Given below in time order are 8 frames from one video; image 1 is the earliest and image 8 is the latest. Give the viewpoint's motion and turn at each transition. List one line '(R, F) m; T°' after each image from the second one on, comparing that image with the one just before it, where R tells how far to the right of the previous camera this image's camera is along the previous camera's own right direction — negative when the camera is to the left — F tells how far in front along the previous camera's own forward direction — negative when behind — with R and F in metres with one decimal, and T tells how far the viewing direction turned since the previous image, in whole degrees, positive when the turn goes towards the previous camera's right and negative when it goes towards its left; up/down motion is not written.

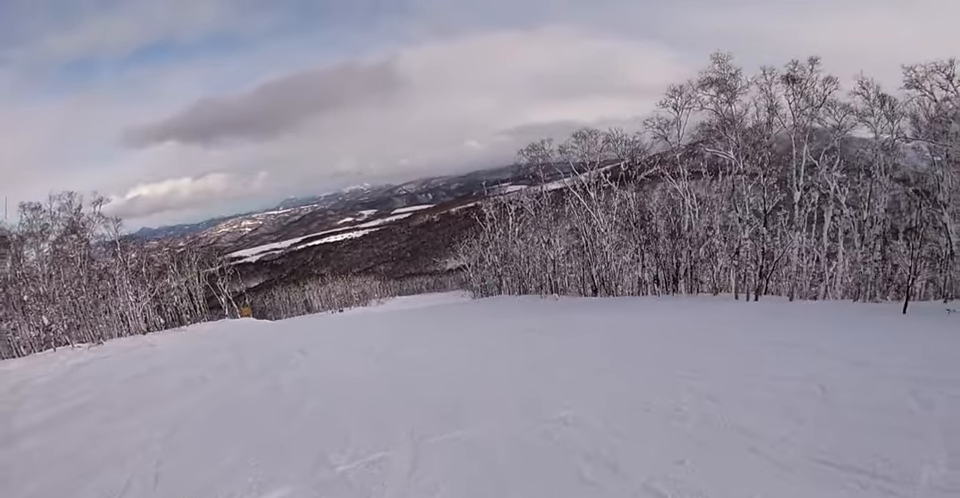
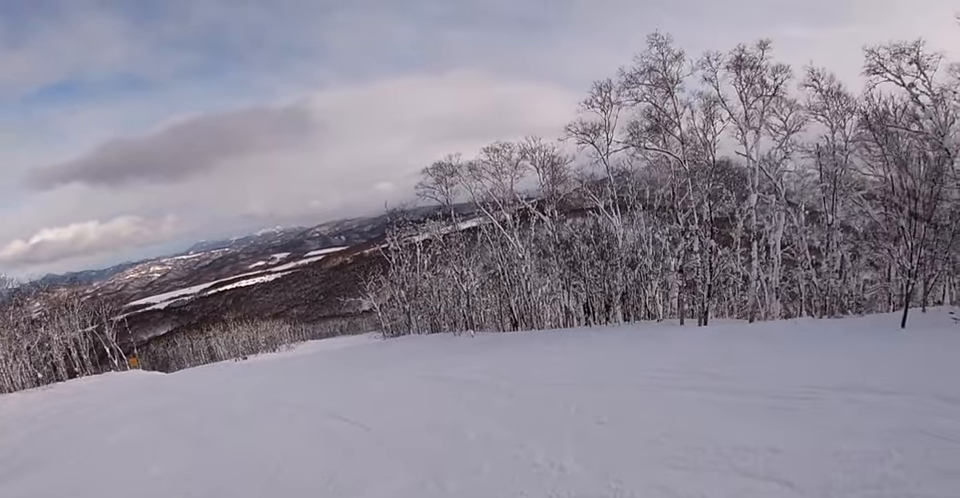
(0.0, +6.4) m; -2°
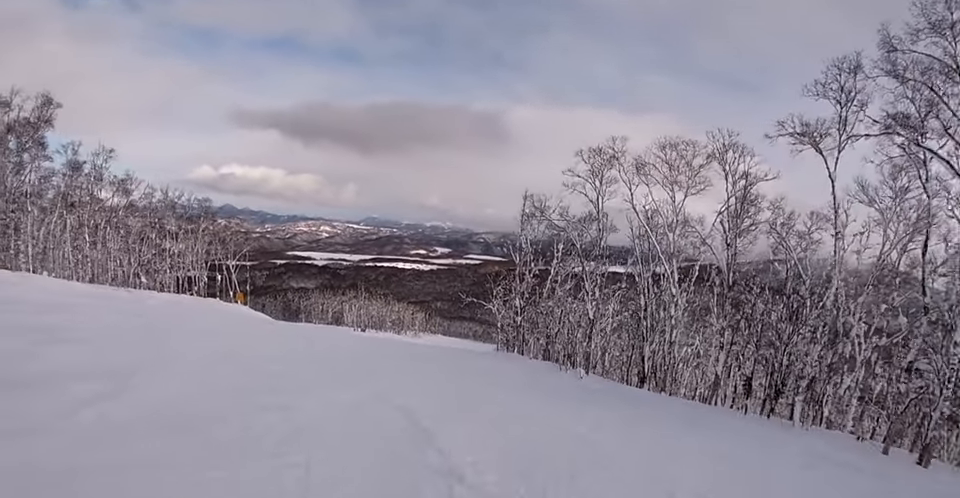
(-0.5, +8.6) m; -24°
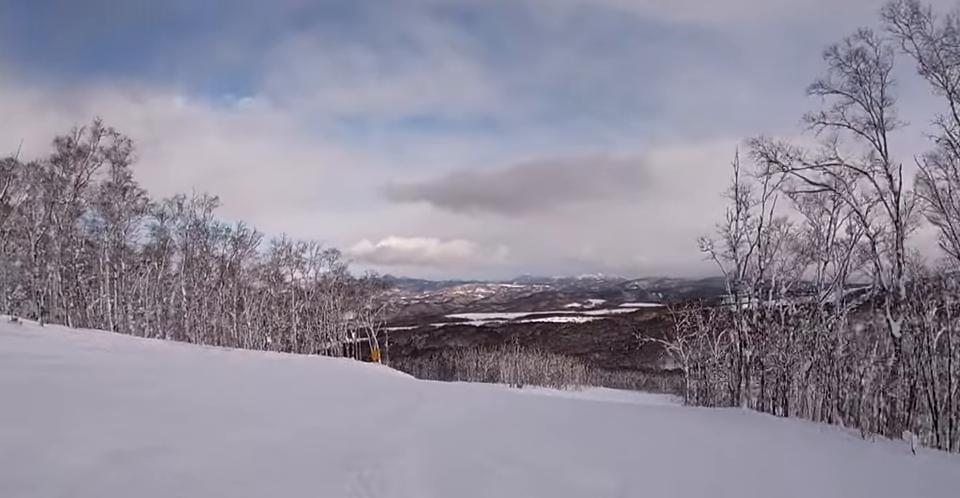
(-4.2, +11.7) m; -15°
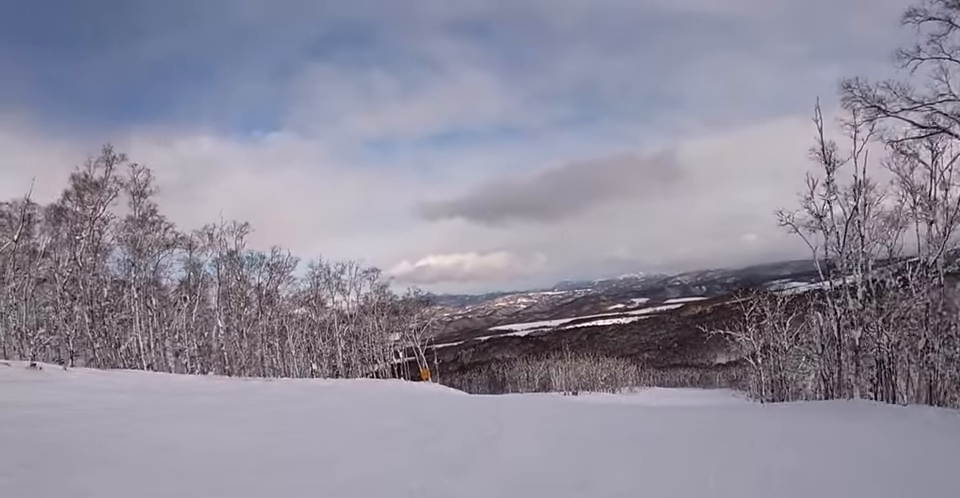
(-0.2, +3.2) m; +4°
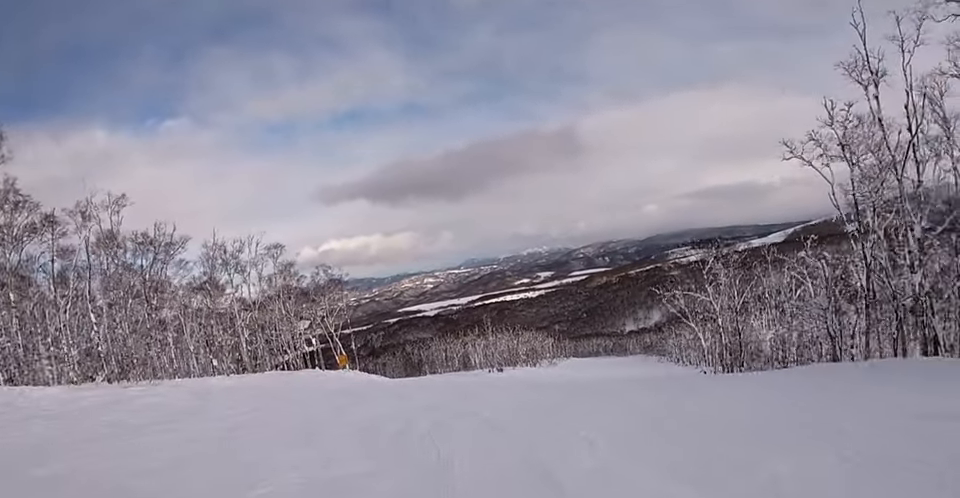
(+1.1, +6.6) m; +11°
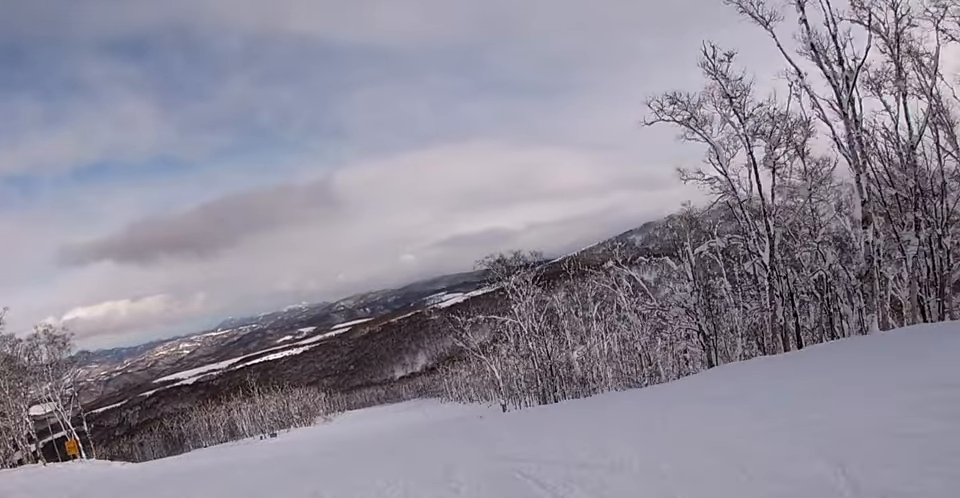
(+0.9, +8.7) m; +13°
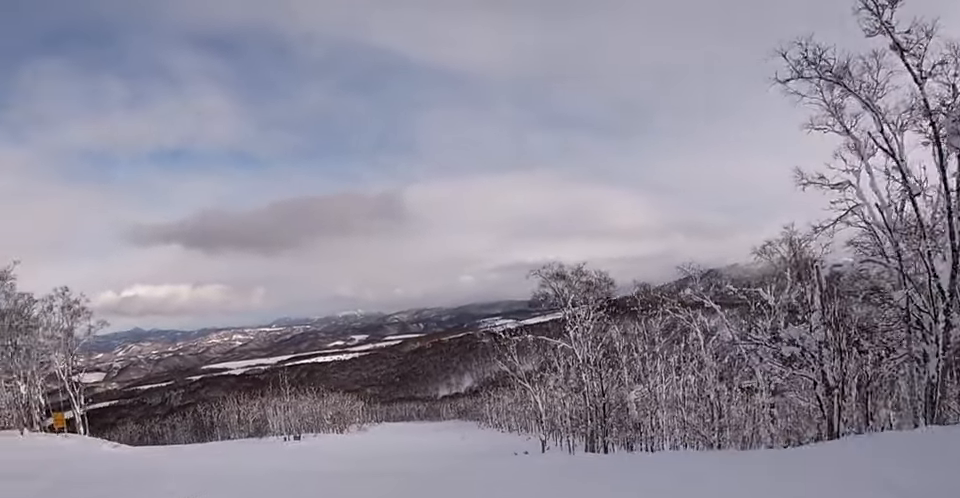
(+1.1, +5.9) m; -2°
